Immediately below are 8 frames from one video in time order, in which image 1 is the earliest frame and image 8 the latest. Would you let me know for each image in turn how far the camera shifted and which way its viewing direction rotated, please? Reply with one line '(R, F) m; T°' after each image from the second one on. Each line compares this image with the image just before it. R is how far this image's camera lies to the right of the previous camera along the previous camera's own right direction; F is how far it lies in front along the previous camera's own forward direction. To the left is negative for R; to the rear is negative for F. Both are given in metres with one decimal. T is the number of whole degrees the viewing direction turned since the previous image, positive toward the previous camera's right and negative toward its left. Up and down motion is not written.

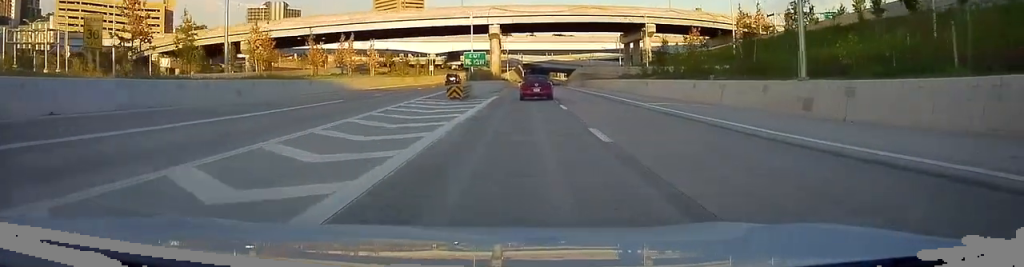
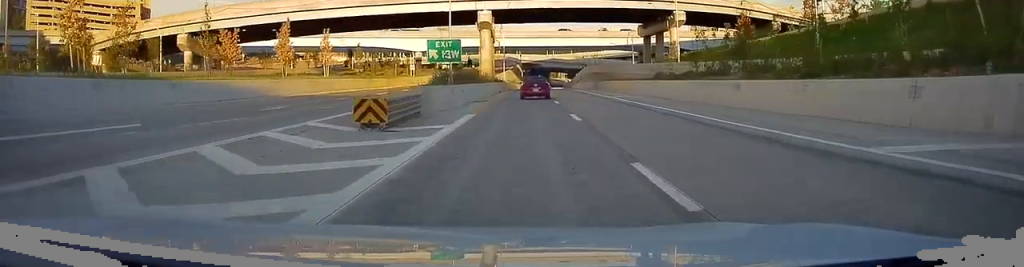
(0.0, +18.8) m; 0°
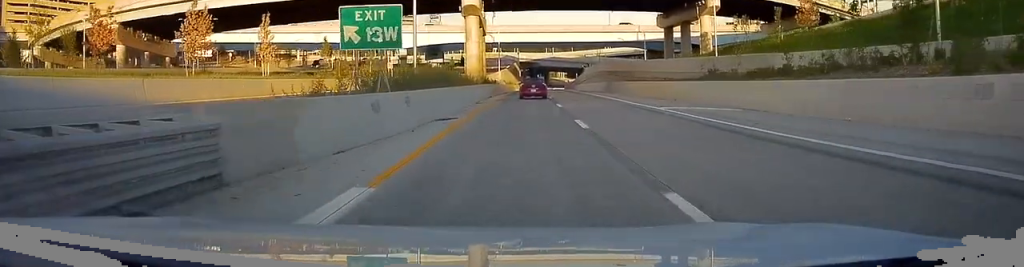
(0.0, +14.9) m; 0°
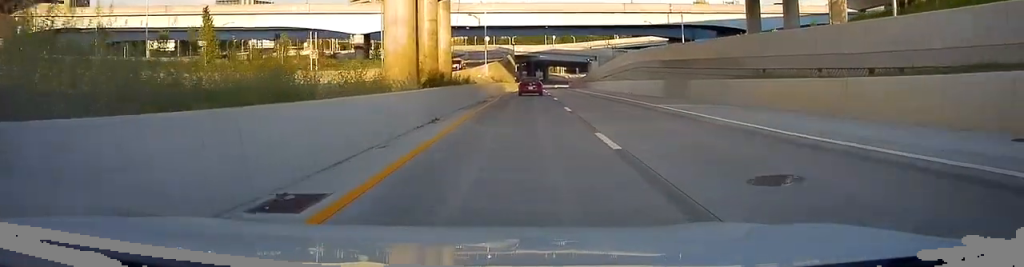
(0.0, +29.7) m; 0°
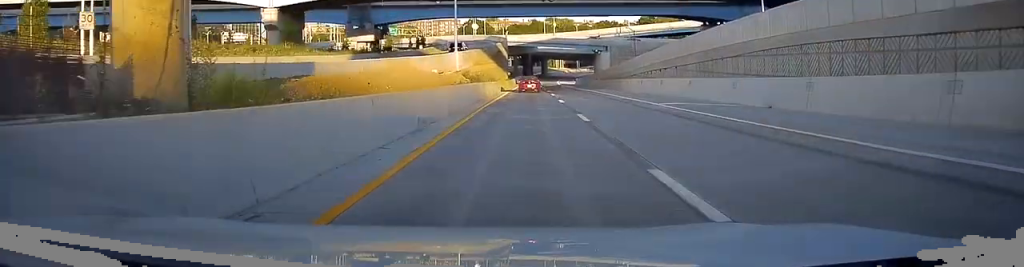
(+0.1, +30.2) m; +1°
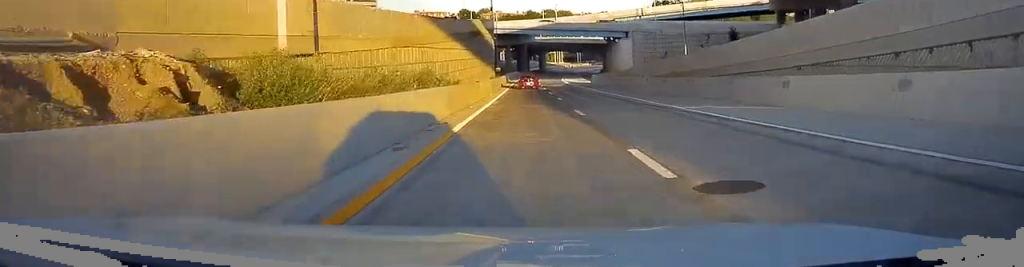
(0.0, +34.3) m; -1°
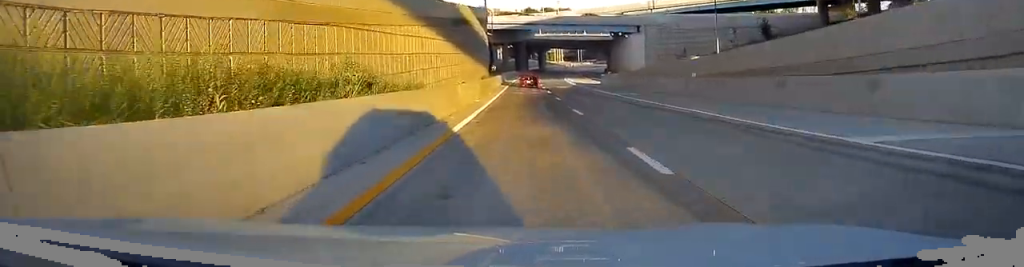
(-0.5, +12.0) m; 0°
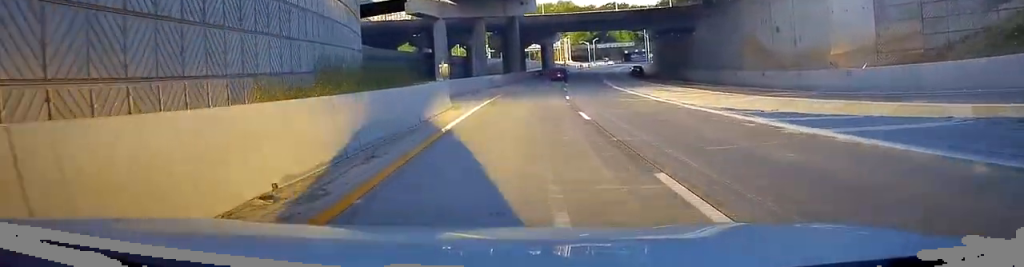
(+2.0, +64.4) m; +2°
